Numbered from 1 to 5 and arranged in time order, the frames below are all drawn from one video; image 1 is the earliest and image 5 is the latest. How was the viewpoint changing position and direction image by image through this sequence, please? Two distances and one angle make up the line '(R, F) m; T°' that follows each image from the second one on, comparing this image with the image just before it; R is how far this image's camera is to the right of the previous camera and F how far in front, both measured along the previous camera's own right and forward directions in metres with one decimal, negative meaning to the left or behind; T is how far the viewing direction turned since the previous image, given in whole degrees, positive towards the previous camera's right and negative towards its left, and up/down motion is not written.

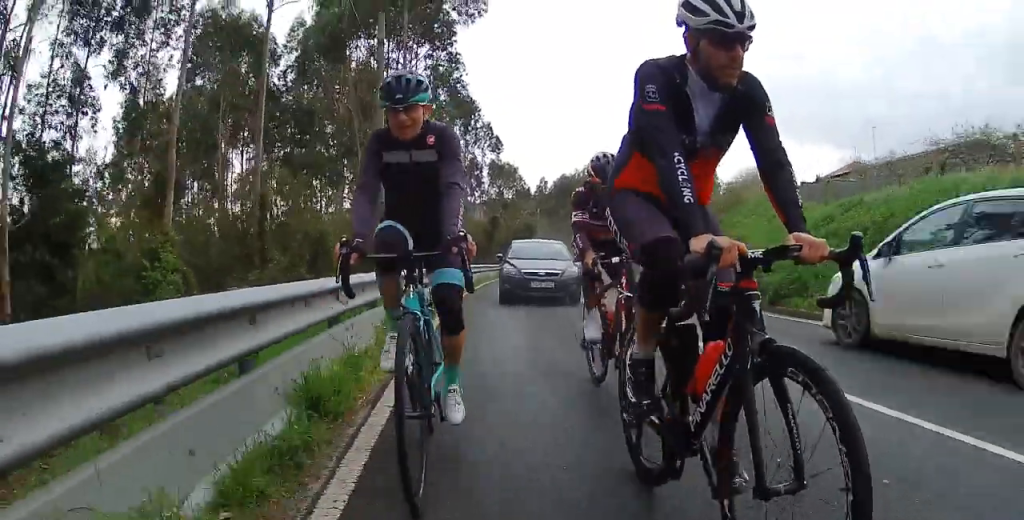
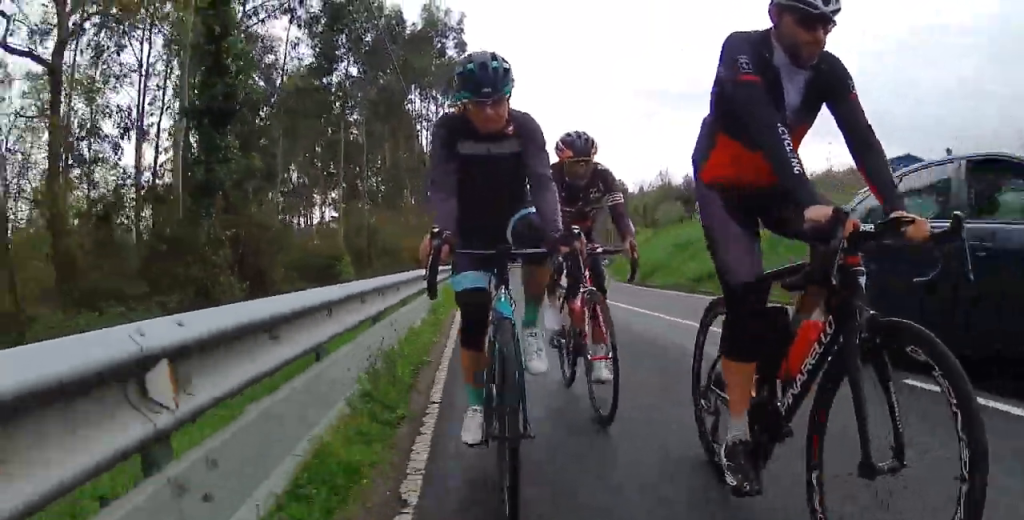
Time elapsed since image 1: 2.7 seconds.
(0.0, +12.2) m; -1°
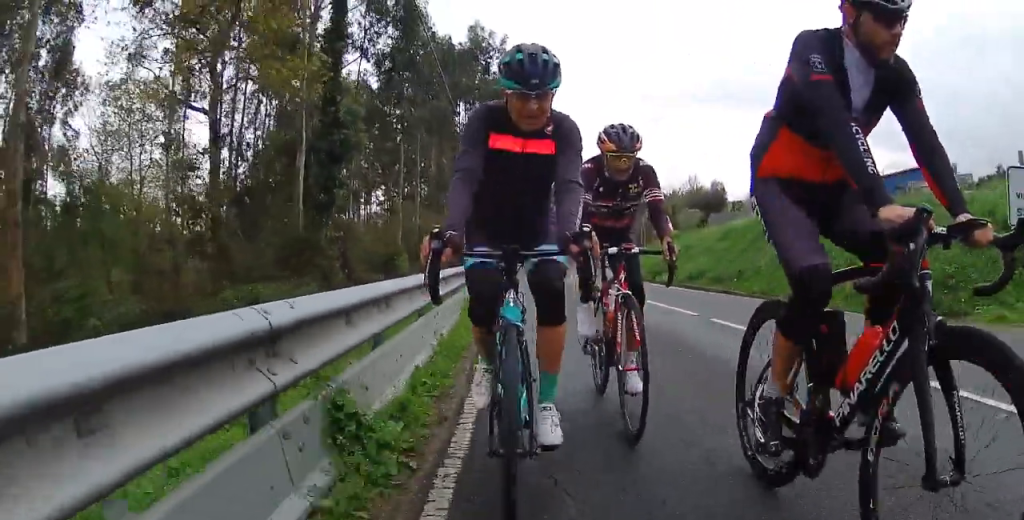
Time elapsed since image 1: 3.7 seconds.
(-0.1, +4.4) m; -1°
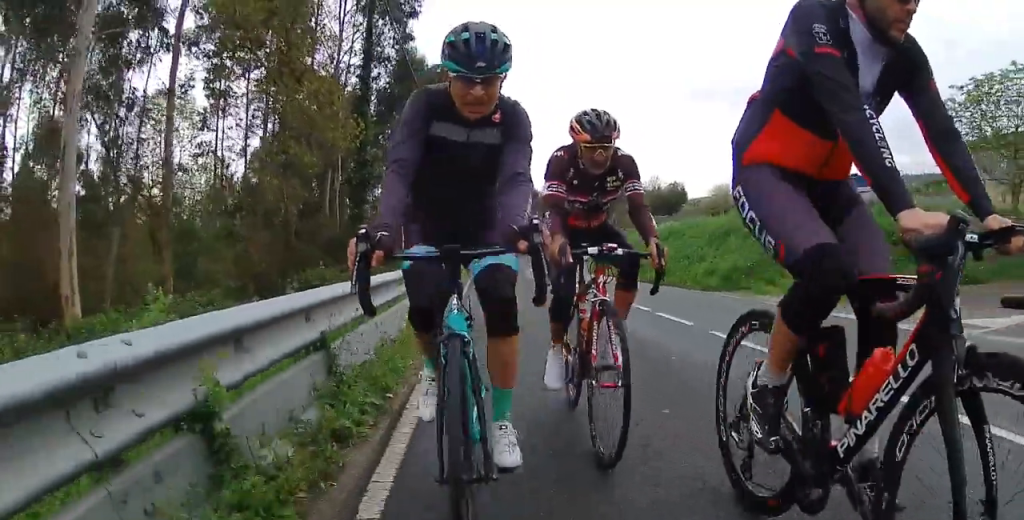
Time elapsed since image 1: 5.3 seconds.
(+0.1, +7.3) m; +1°
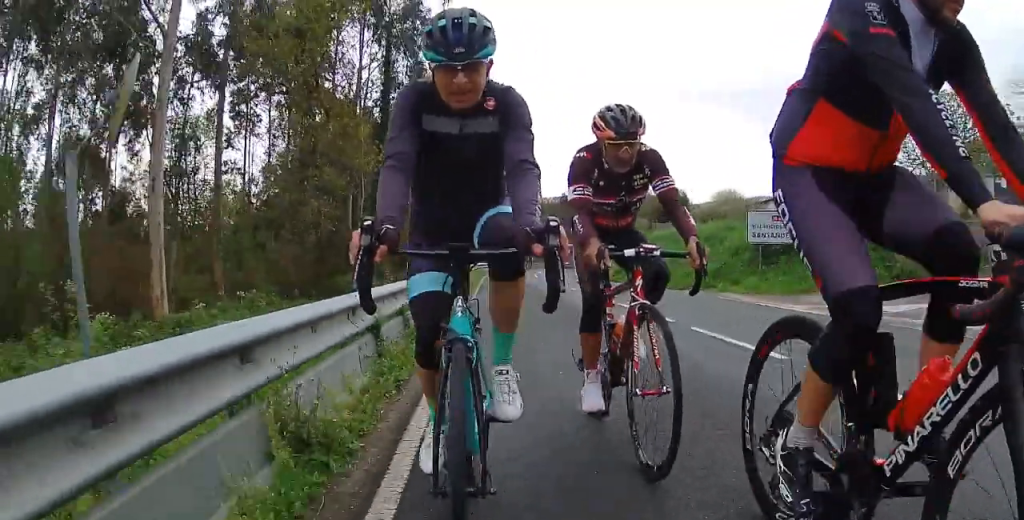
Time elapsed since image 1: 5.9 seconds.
(0.0, +3.0) m; -1°
